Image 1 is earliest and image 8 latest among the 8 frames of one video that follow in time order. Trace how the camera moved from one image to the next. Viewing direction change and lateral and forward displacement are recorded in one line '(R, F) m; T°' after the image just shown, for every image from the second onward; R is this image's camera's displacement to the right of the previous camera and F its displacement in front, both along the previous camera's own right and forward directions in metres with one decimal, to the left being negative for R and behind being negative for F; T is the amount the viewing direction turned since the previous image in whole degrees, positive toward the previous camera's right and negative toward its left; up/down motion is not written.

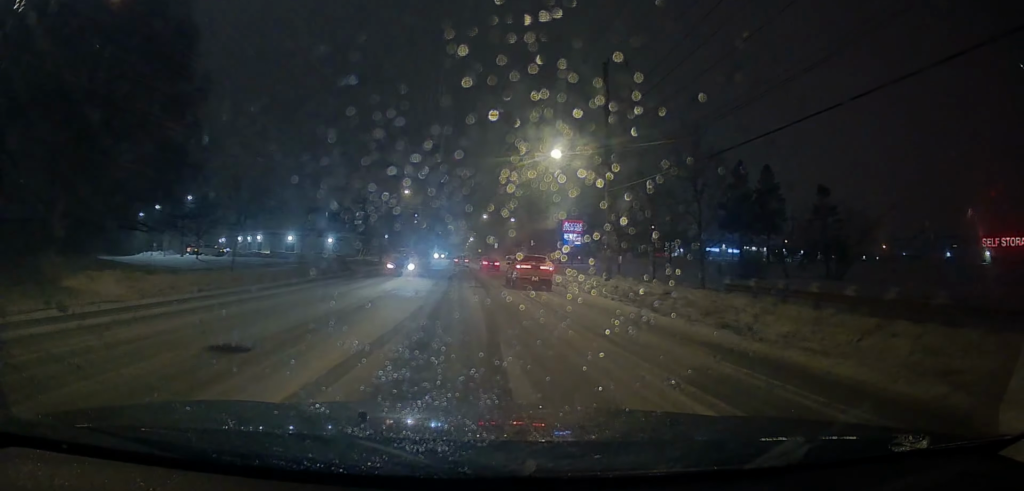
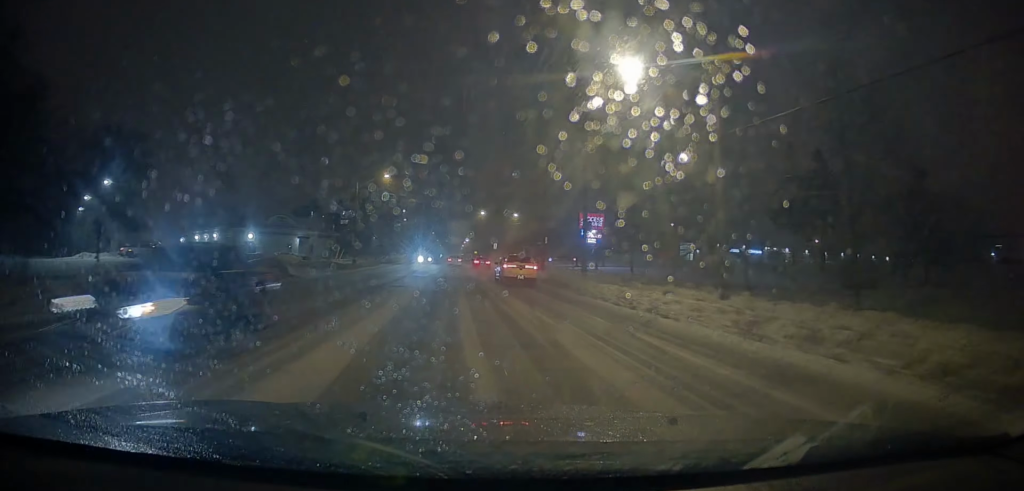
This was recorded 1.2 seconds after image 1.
(0.0, +16.9) m; +1°
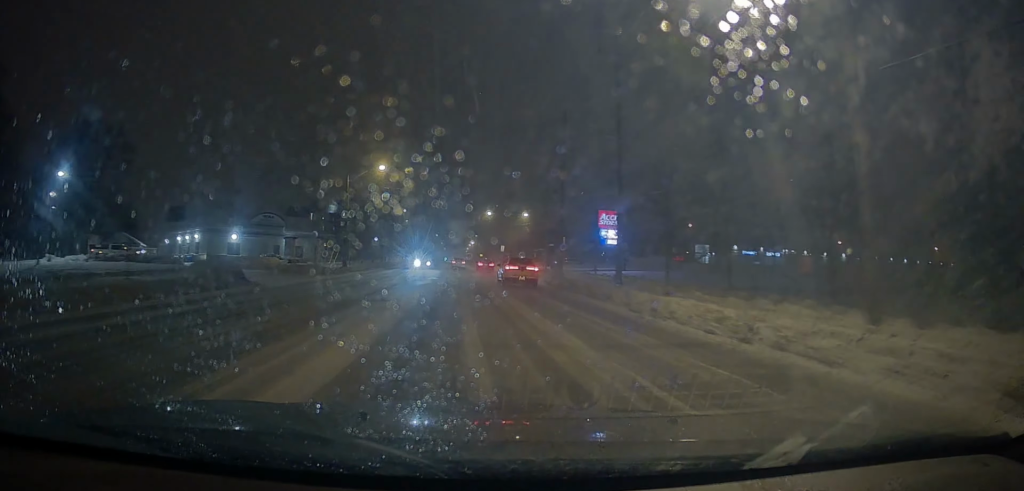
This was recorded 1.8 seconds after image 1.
(+0.1, +7.1) m; 0°
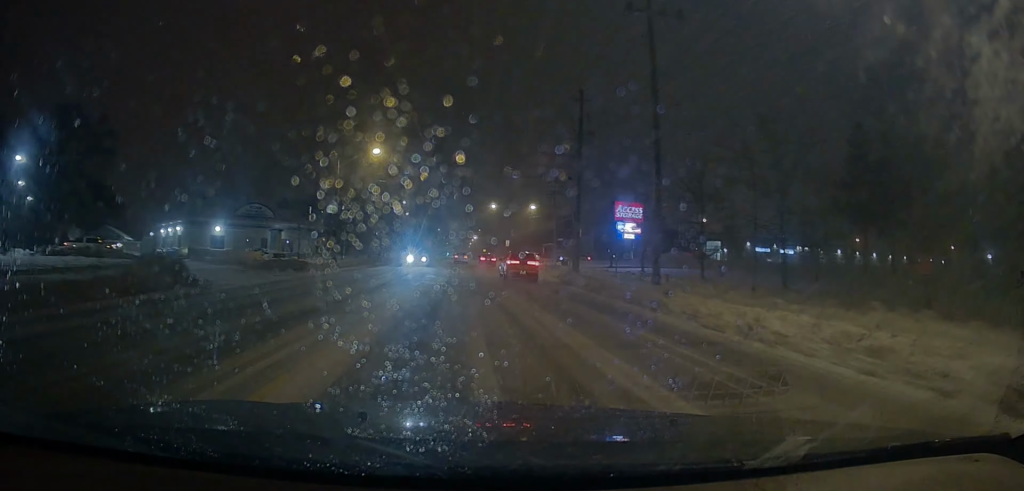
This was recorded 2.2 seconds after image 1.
(+0.1, +5.2) m; 0°
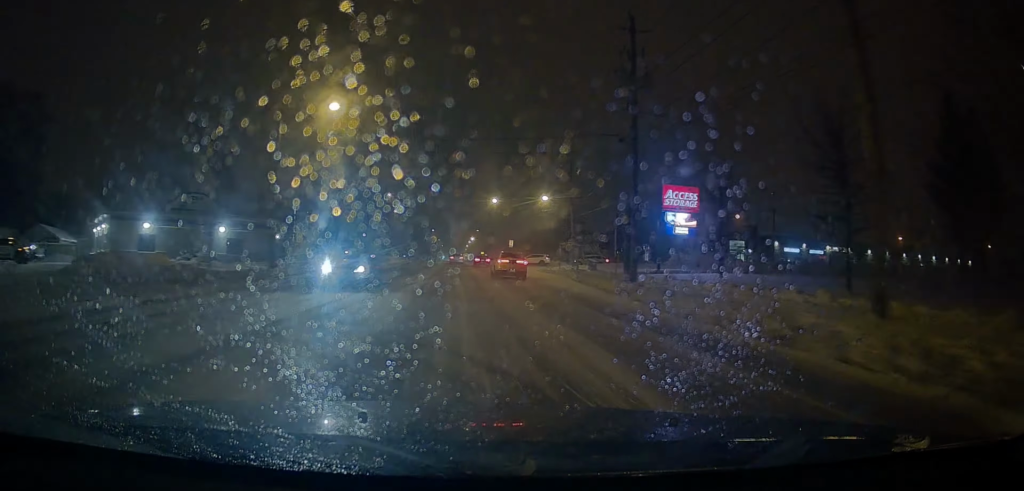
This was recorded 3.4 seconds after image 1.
(-0.1, +12.8) m; -2°
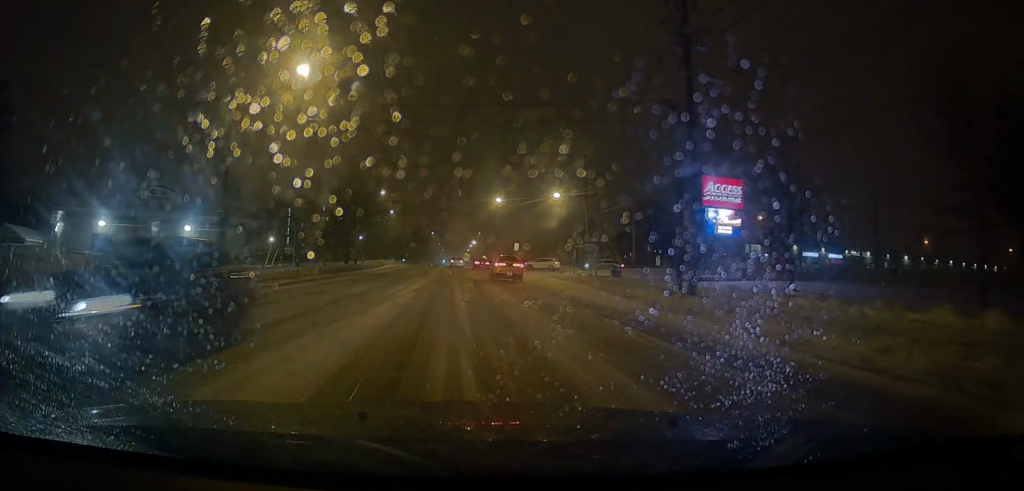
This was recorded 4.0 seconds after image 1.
(-0.2, +6.1) m; 0°
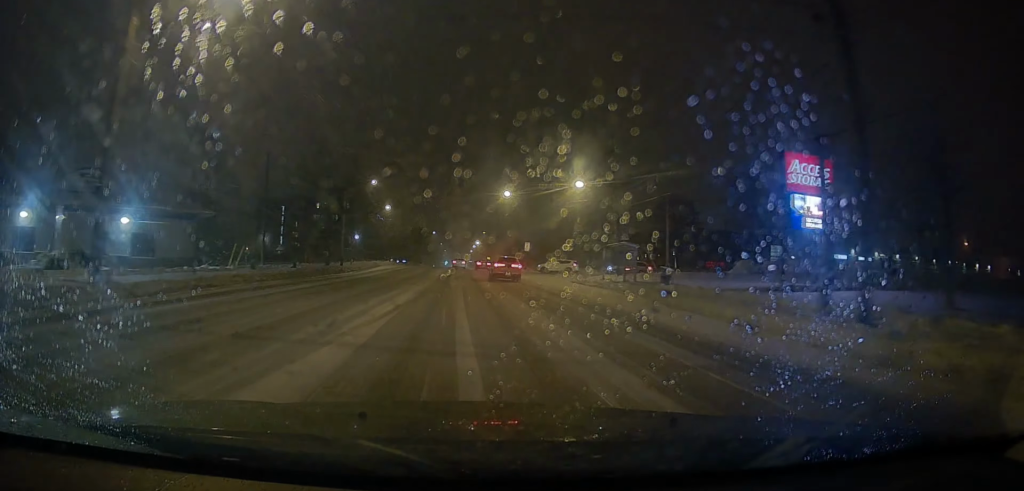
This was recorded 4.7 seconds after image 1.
(-0.1, +8.4) m; +1°
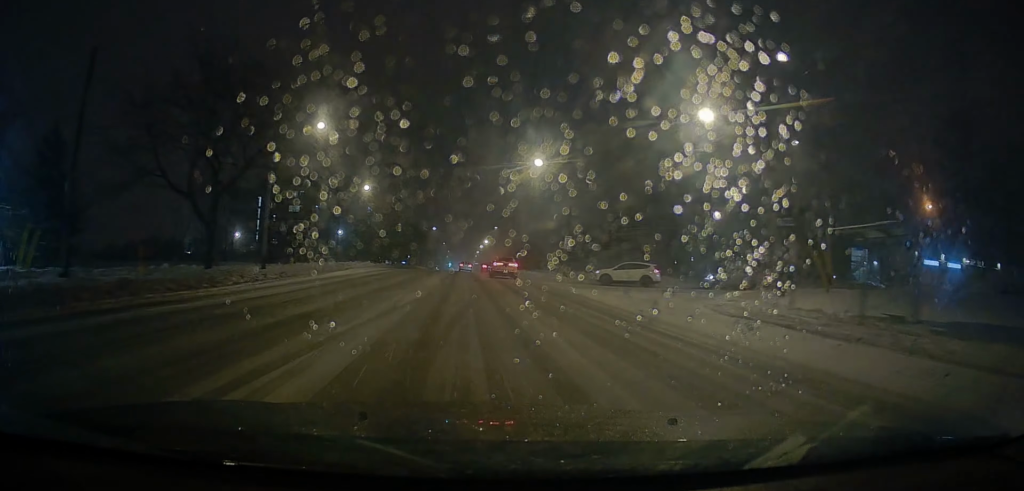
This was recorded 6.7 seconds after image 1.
(+0.6, +22.9) m; -1°
